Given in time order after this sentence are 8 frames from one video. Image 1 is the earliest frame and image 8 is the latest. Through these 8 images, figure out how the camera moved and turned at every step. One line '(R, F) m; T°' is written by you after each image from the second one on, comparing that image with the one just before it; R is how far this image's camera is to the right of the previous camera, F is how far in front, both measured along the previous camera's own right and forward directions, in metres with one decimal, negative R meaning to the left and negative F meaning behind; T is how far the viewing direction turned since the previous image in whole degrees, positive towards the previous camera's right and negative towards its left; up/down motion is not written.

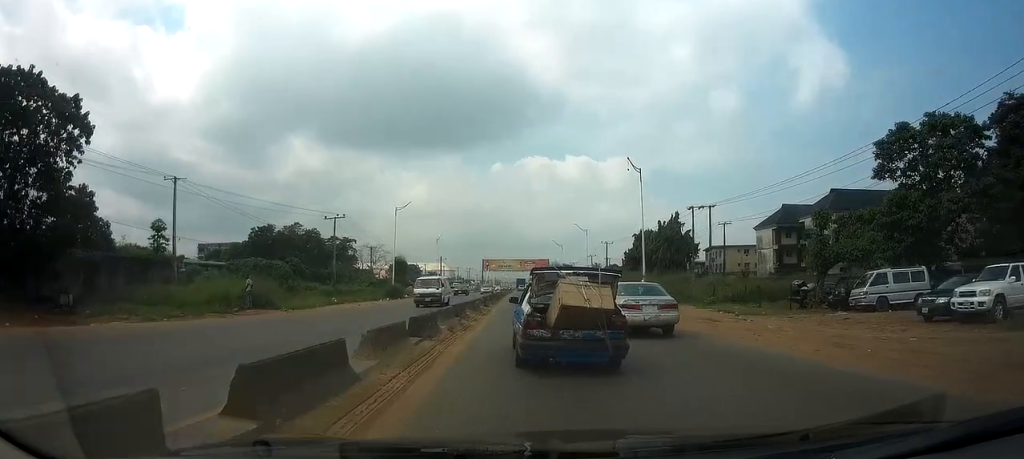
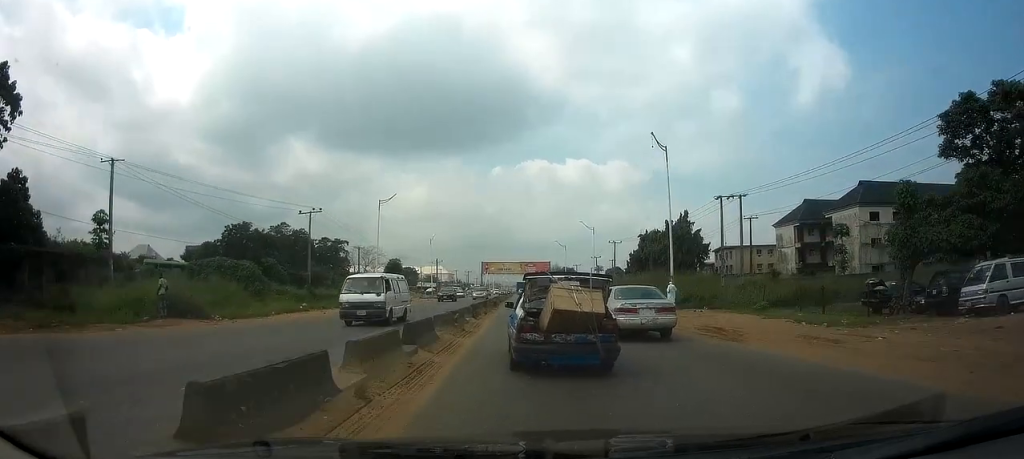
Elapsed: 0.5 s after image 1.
(0.0, +7.7) m; 0°
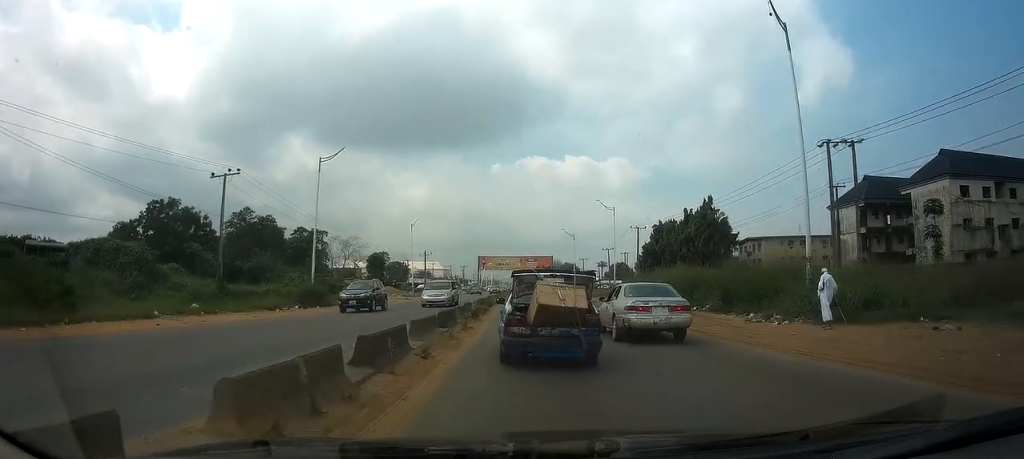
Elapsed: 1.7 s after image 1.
(0.0, +17.7) m; 0°
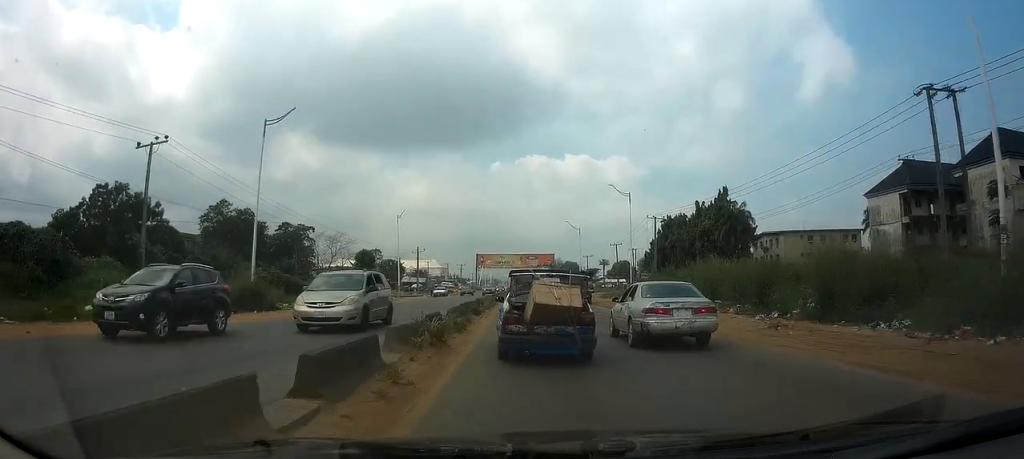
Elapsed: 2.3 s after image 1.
(0.0, +9.4) m; 0°
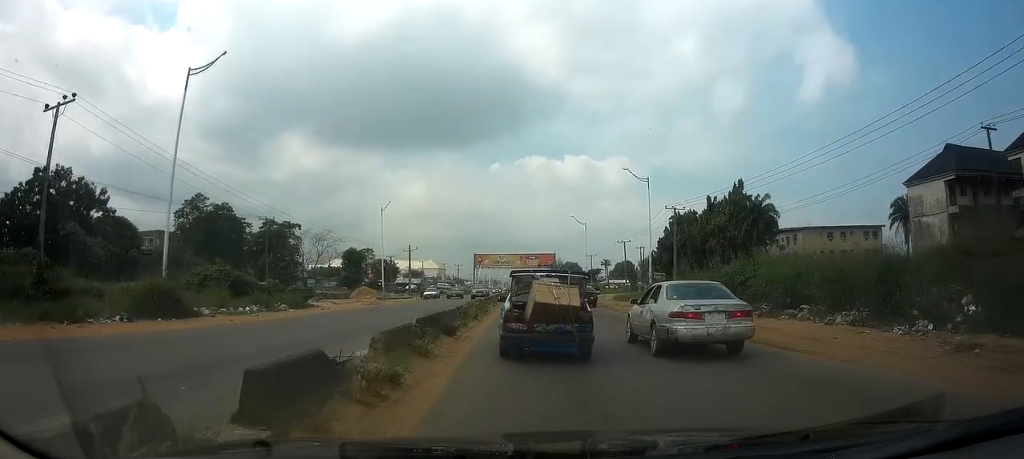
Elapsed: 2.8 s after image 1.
(0.0, +8.8) m; 0°
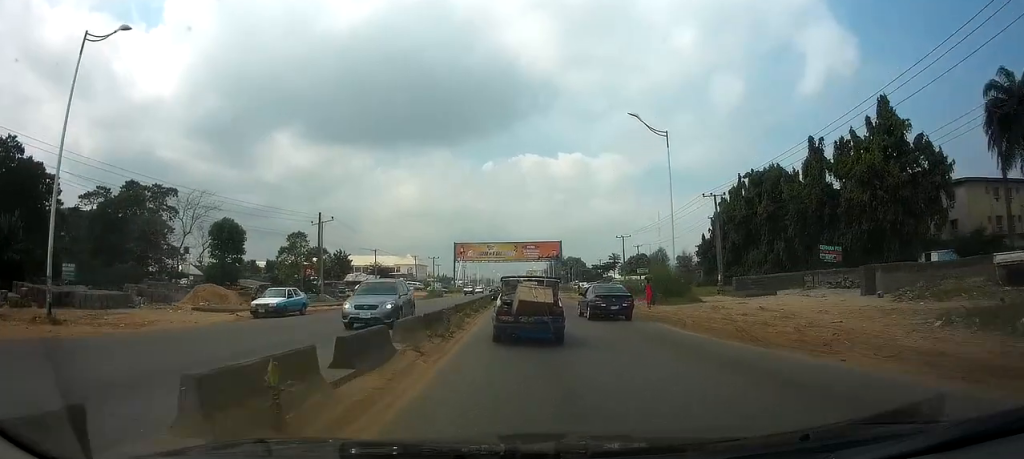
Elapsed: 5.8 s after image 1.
(+0.3, +47.5) m; 0°
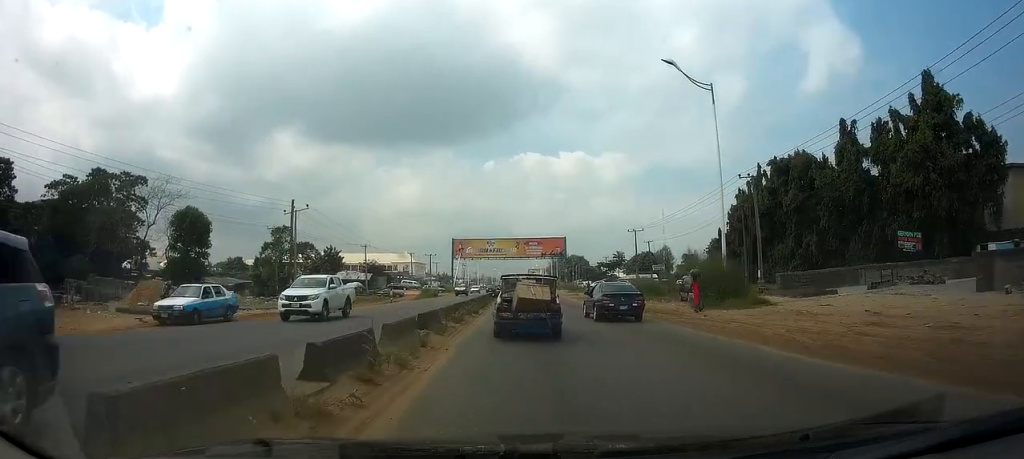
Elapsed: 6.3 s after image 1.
(0.0, +7.9) m; 0°
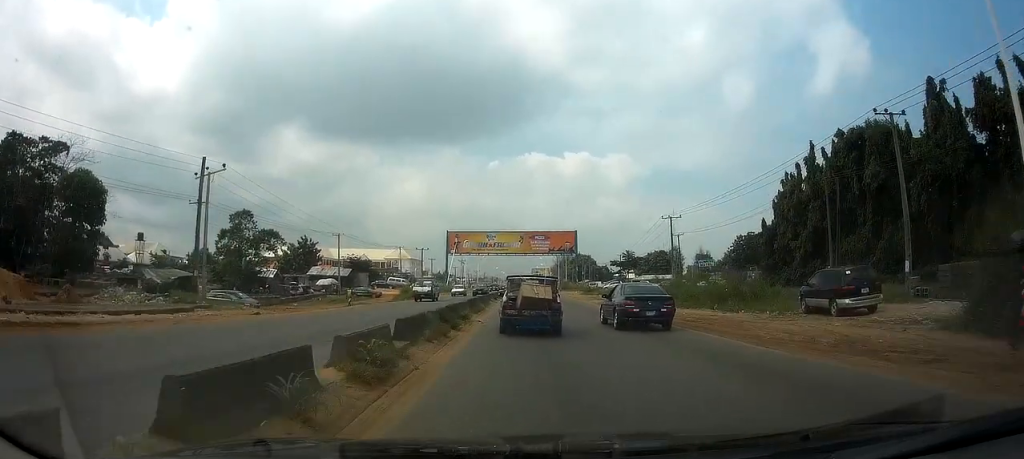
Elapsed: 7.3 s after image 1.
(0.0, +17.4) m; 0°
